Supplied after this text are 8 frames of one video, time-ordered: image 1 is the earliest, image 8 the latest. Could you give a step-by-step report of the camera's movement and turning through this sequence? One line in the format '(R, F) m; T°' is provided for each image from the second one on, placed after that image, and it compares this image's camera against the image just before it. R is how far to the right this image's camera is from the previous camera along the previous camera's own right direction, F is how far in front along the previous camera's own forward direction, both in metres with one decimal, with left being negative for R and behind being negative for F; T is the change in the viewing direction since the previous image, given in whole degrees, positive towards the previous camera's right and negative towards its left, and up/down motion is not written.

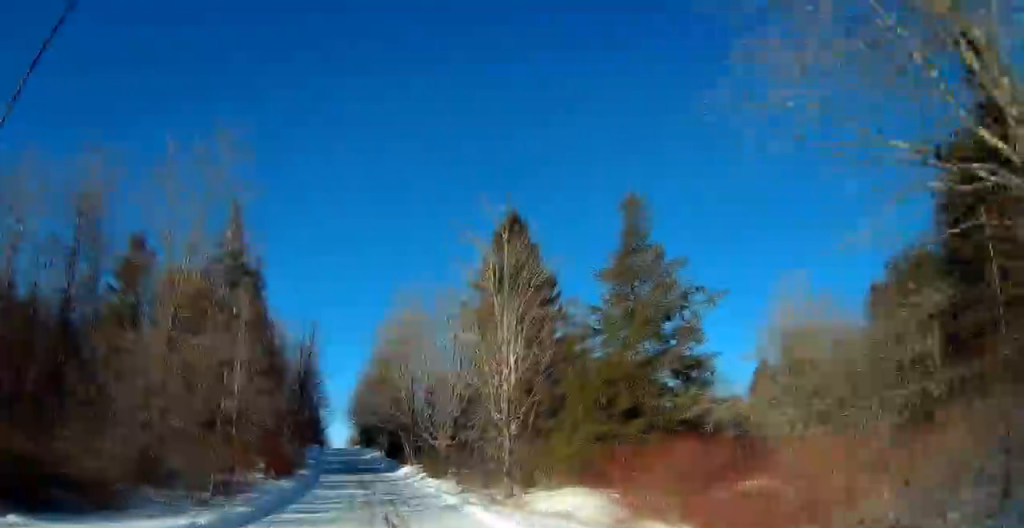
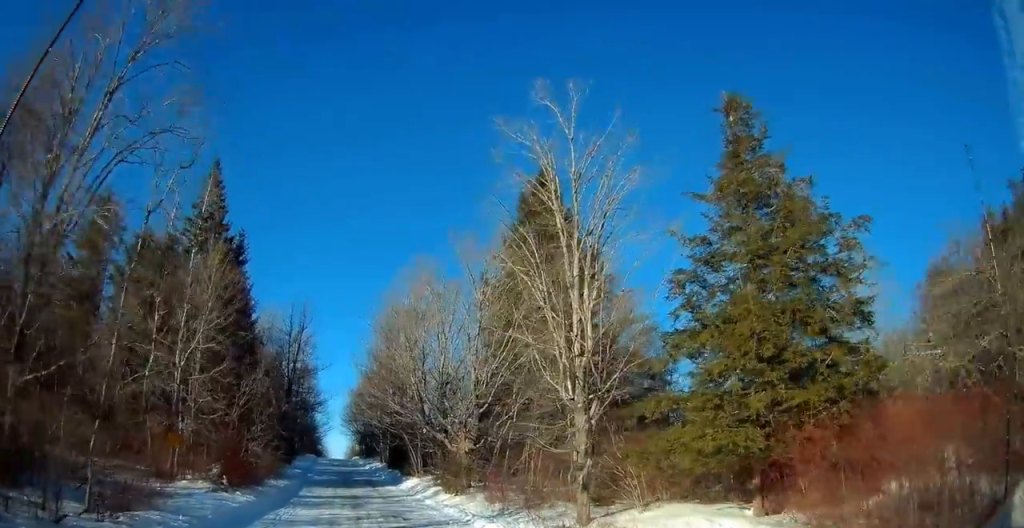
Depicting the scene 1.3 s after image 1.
(+0.2, +10.7) m; +1°
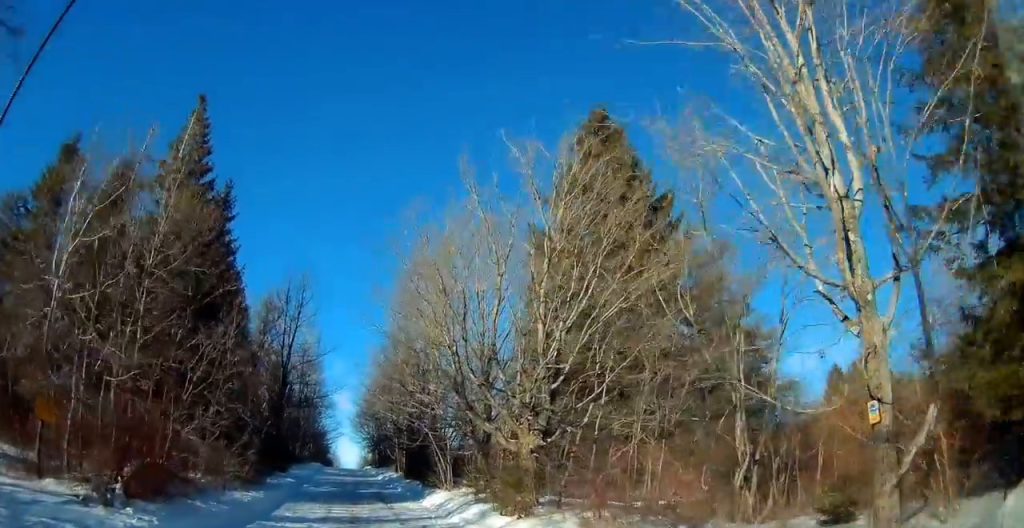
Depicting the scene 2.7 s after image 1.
(+0.1, +11.7) m; 0°
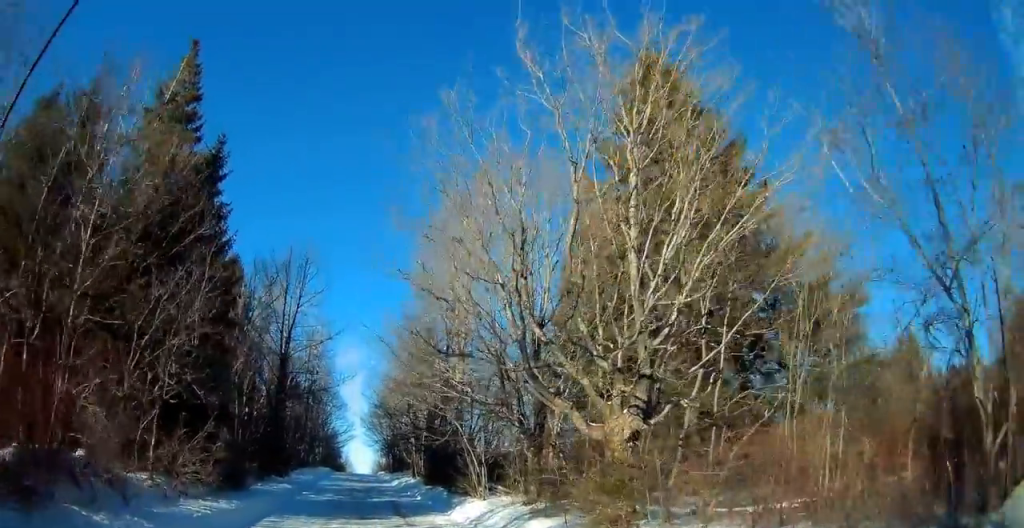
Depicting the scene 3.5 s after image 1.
(0.0, +6.9) m; 0°
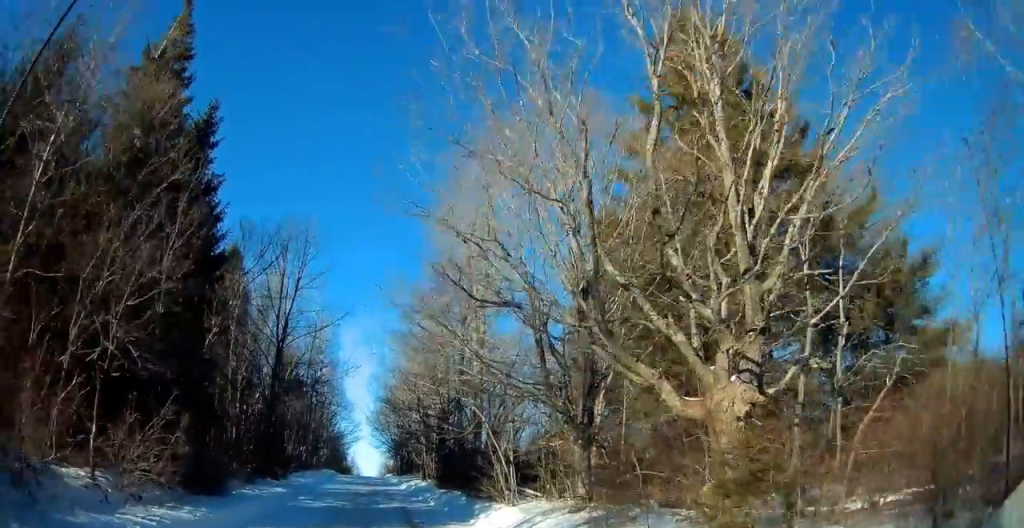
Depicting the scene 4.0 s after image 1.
(0.0, +4.3) m; -1°
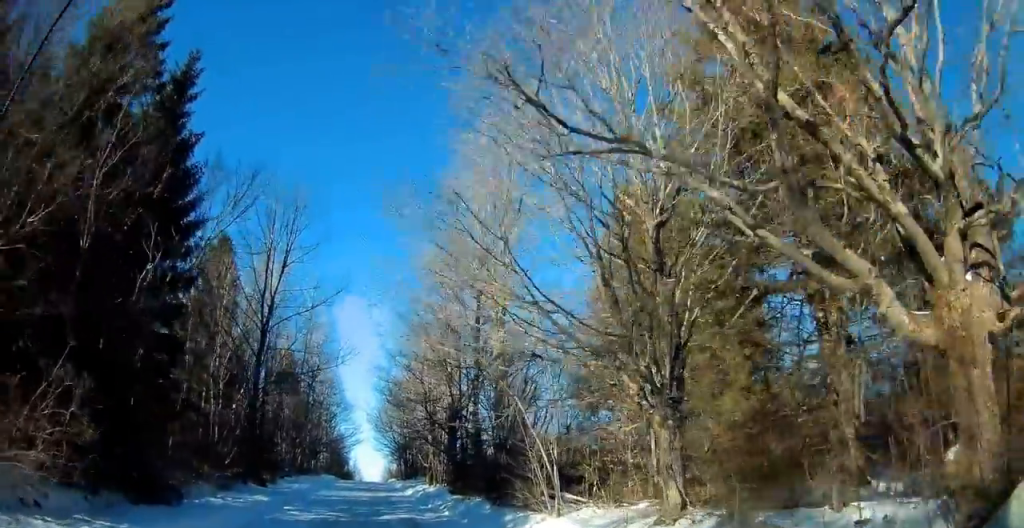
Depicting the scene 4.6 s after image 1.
(+0.1, +5.3) m; -1°
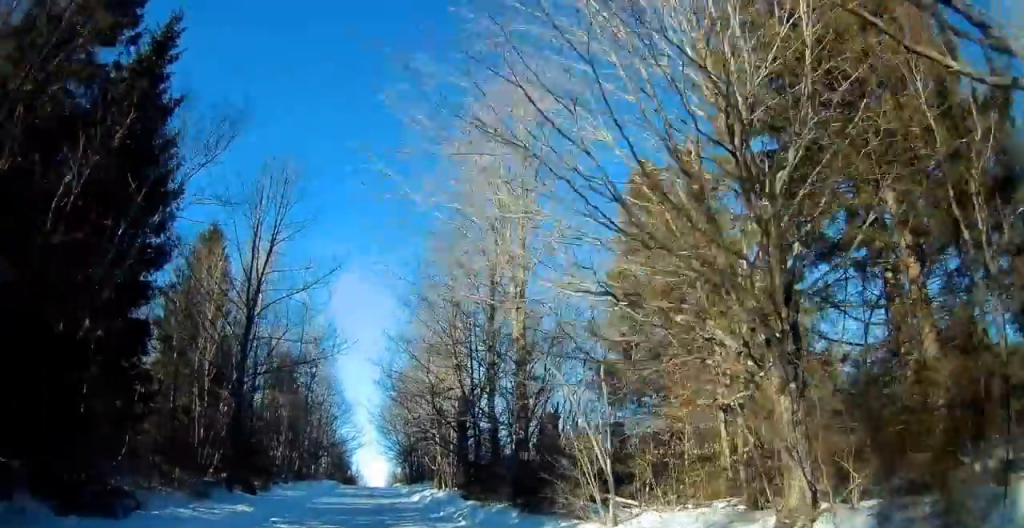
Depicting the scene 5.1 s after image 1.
(-0.1, +3.8) m; -2°
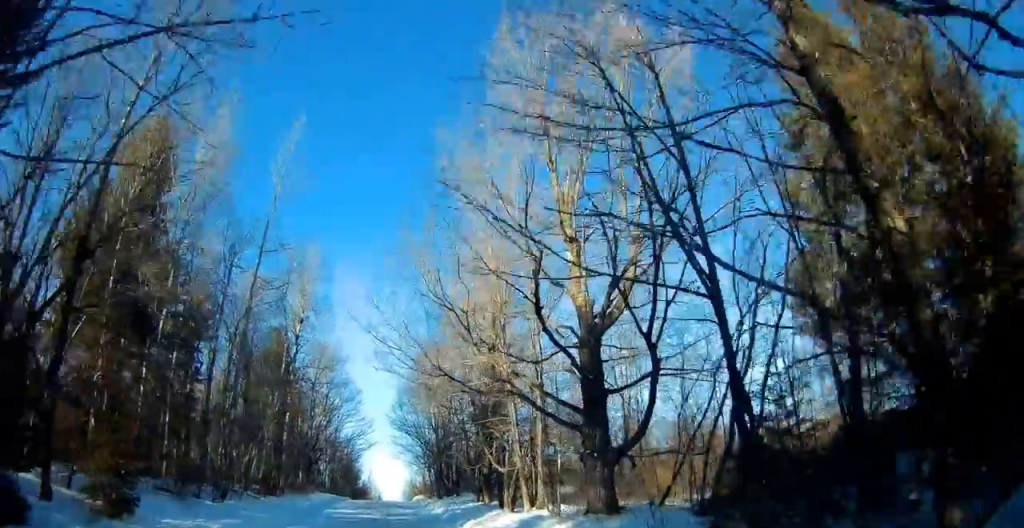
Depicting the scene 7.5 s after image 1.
(-0.2, +20.2) m; +2°
